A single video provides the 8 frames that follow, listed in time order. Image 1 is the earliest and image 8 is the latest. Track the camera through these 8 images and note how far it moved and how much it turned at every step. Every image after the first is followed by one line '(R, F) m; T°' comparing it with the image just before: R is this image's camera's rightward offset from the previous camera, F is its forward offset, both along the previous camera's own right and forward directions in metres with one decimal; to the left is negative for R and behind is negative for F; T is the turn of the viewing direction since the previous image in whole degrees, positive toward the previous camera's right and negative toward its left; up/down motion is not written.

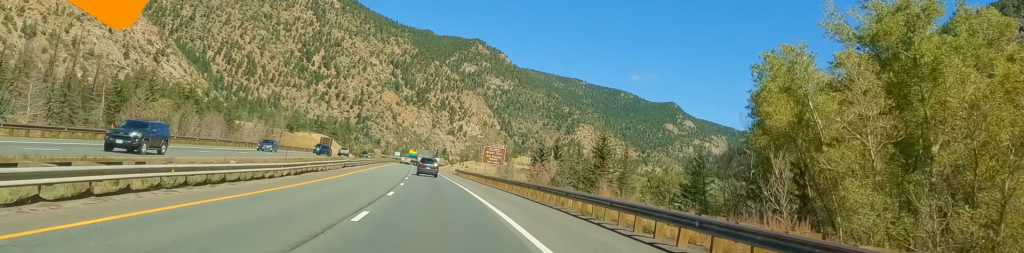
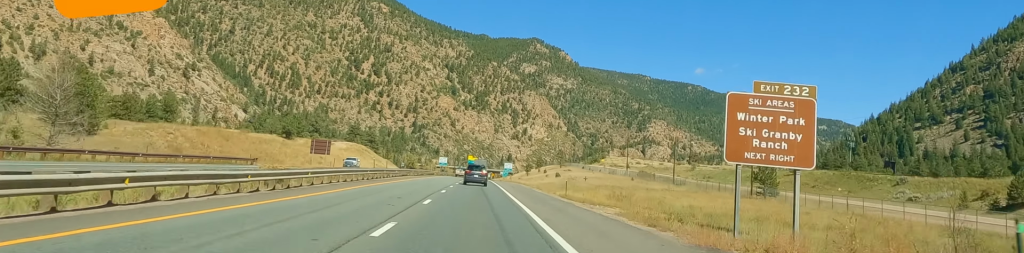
(-3.3, +111.0) m; -2°
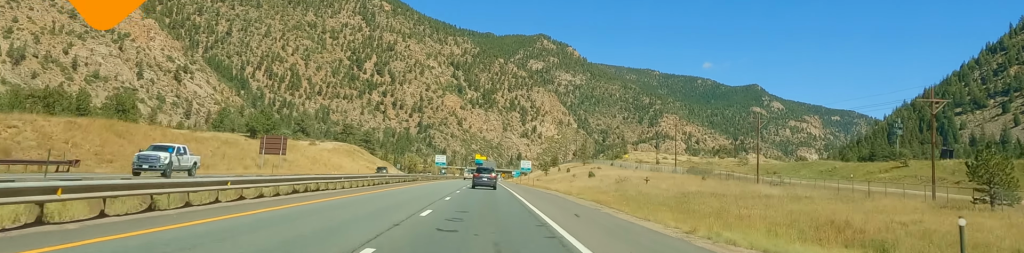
(0.0, +40.8) m; 0°
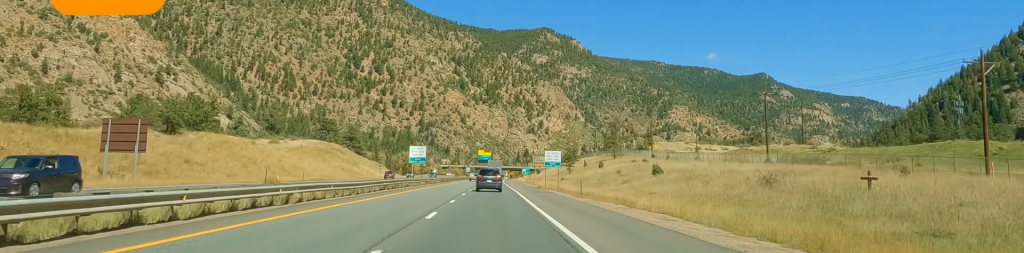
(0.0, +48.4) m; 0°
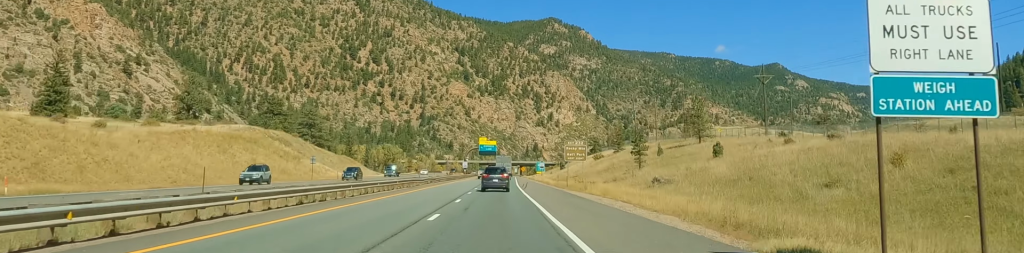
(0.0, +73.0) m; 0°
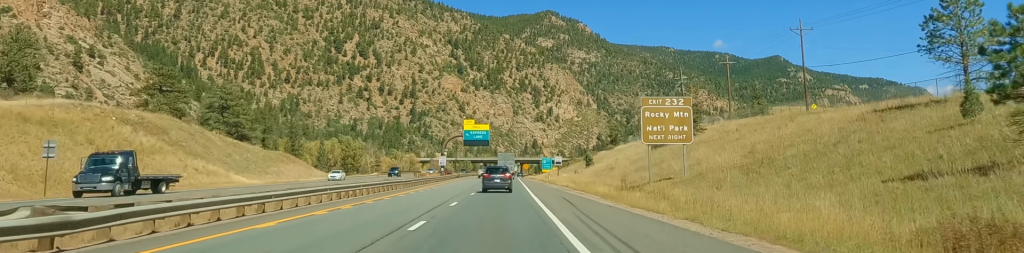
(-0.1, +64.2) m; 0°
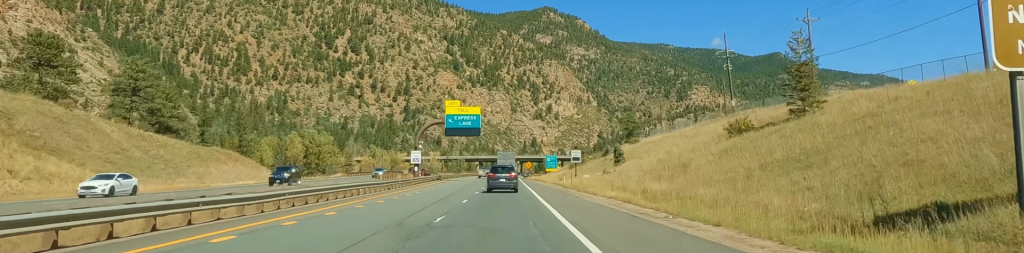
(-0.1, +35.0) m; 0°
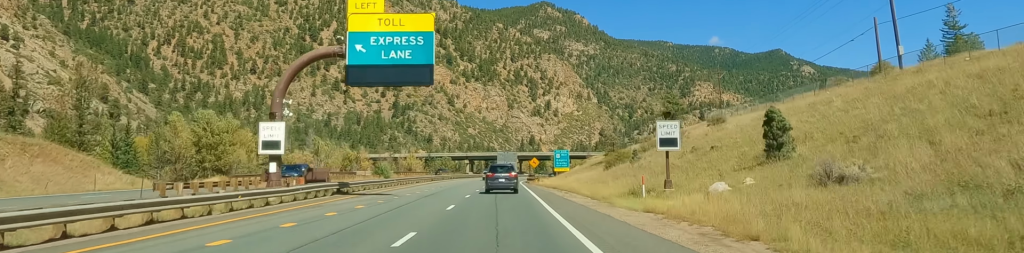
(+0.8, +54.4) m; 0°
